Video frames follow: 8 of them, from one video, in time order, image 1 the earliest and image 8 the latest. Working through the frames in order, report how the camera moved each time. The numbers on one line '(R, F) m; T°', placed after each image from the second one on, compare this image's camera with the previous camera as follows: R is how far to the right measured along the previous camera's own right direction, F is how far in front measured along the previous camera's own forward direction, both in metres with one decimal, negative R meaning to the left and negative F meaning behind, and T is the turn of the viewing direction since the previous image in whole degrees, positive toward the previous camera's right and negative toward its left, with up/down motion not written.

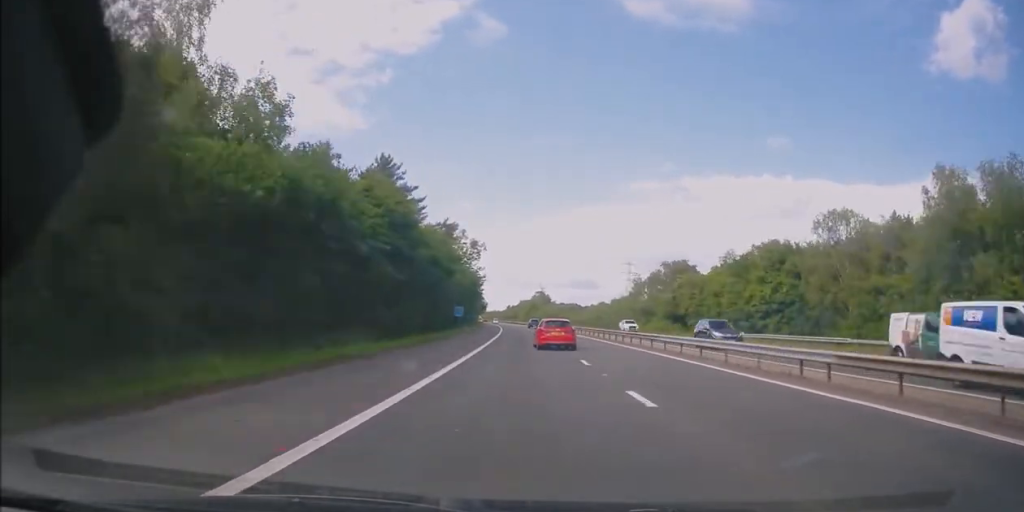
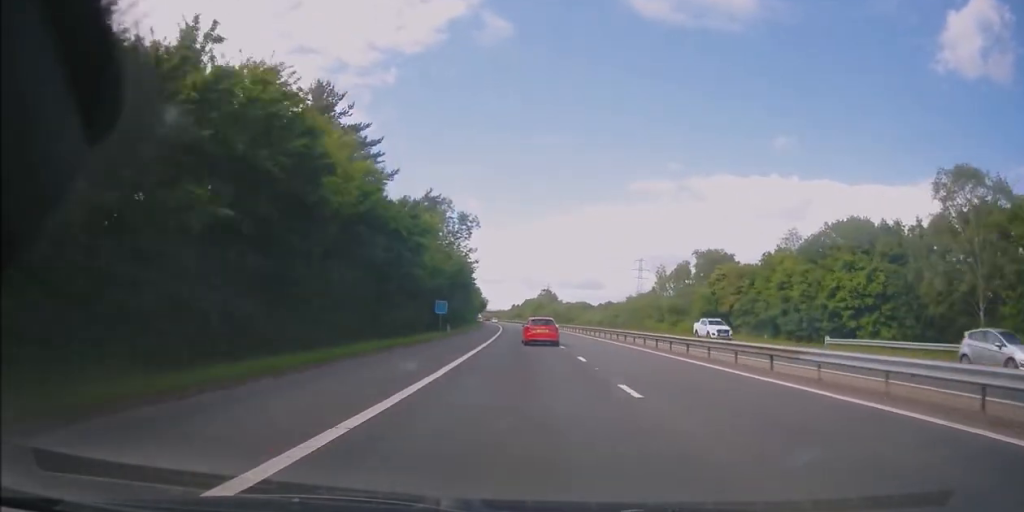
(0.0, +16.9) m; 0°
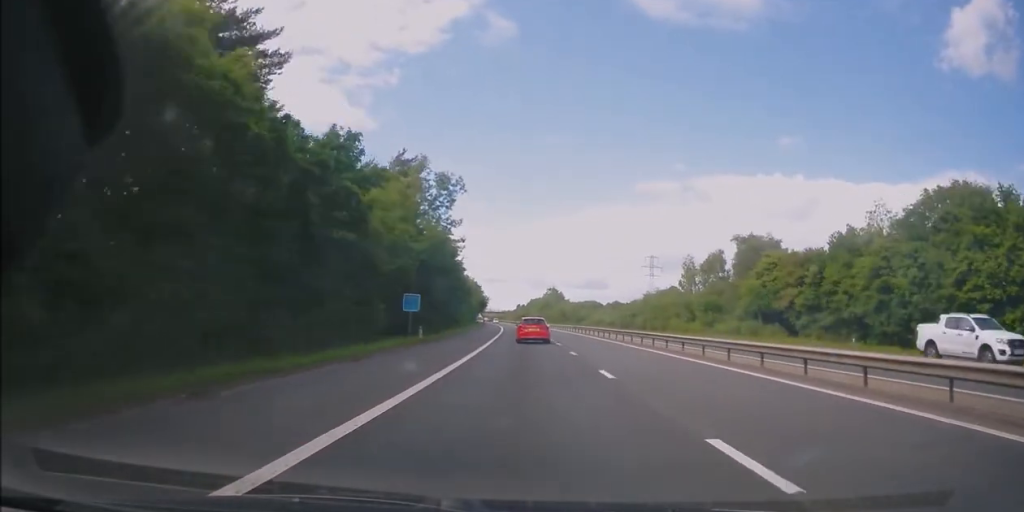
(0.0, +14.9) m; 0°
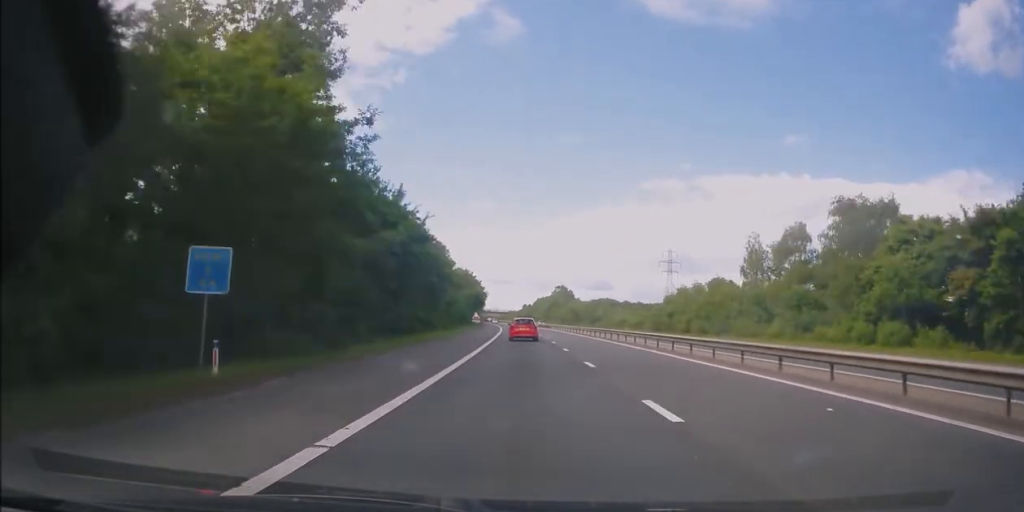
(-0.1, +24.0) m; -1°
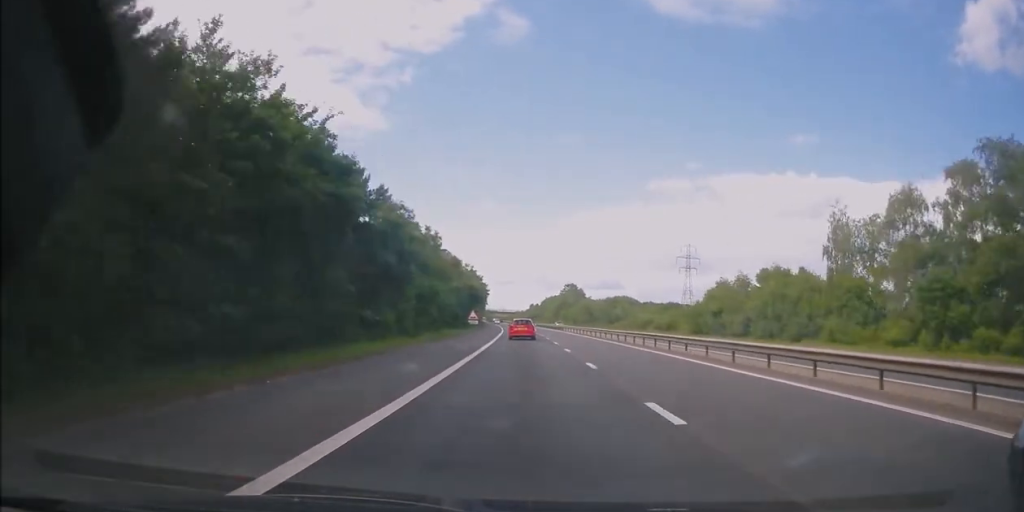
(-0.1, +18.3) m; -1°
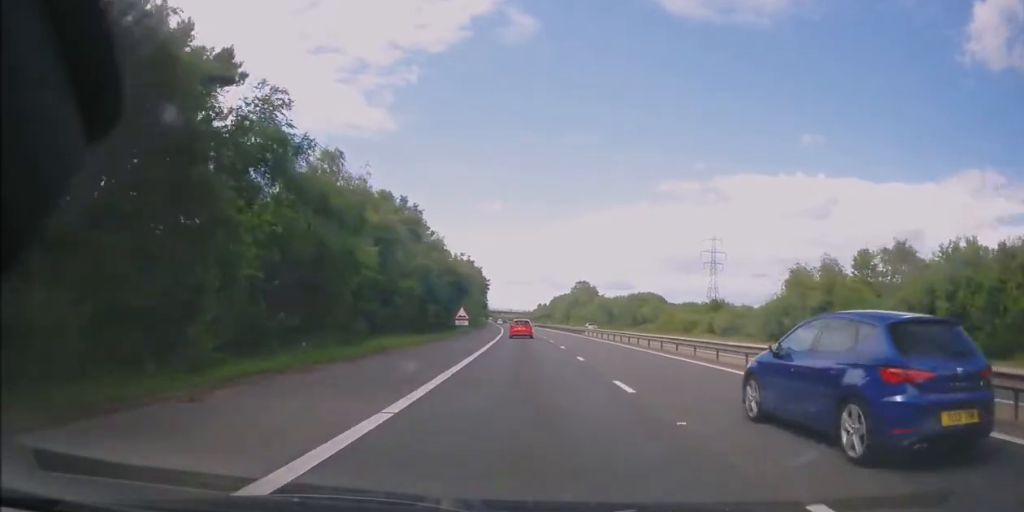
(-0.3, +23.5) m; -1°
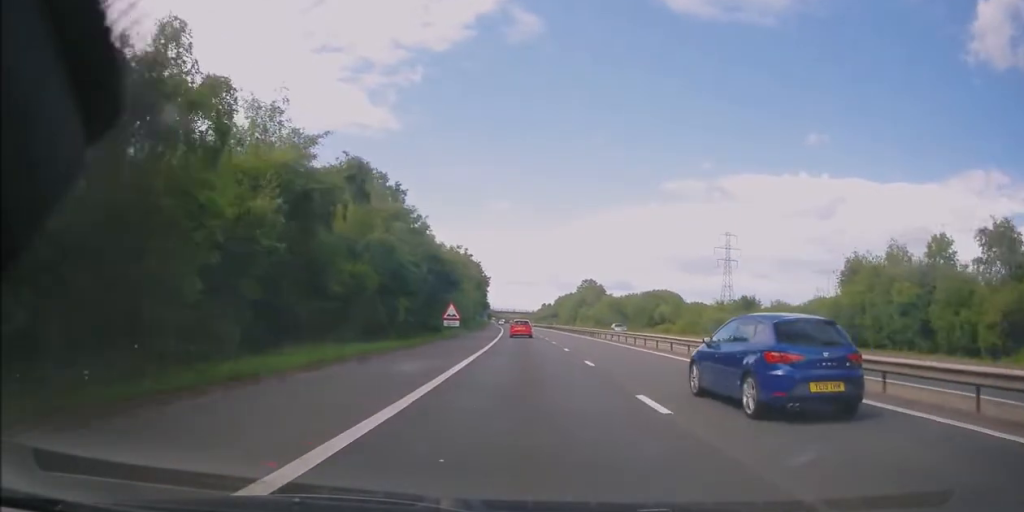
(0.0, +11.6) m; 0°
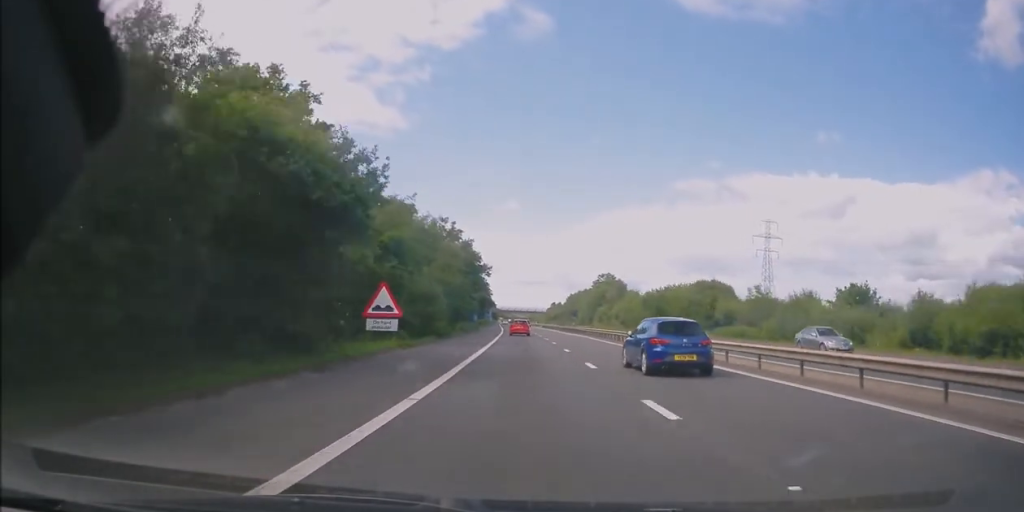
(-0.2, +27.7) m; -1°
